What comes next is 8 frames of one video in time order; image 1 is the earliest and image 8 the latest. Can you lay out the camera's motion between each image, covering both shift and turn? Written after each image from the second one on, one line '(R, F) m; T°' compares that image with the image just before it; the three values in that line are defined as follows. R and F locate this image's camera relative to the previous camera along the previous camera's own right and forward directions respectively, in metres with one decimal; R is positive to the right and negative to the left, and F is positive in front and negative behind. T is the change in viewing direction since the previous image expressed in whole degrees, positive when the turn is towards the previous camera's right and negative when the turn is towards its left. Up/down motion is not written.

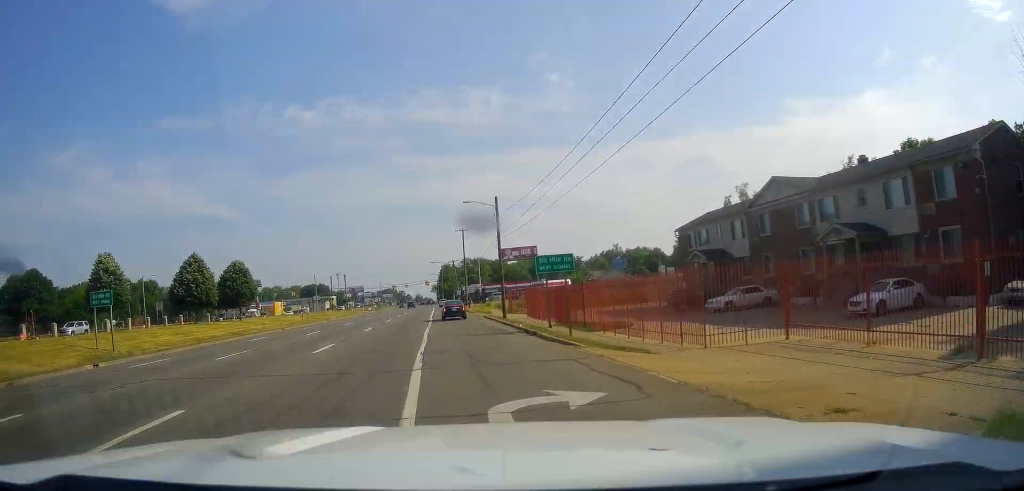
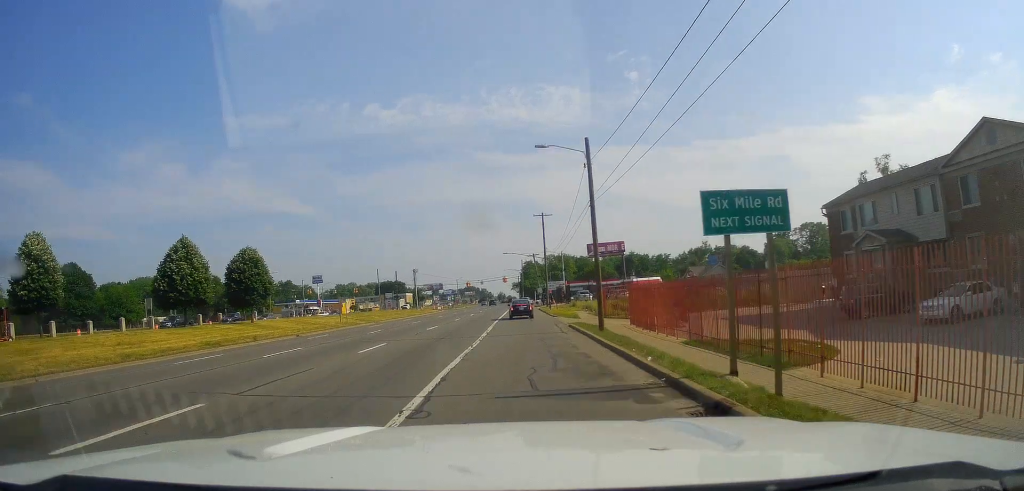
(-1.2, +15.4) m; -8°
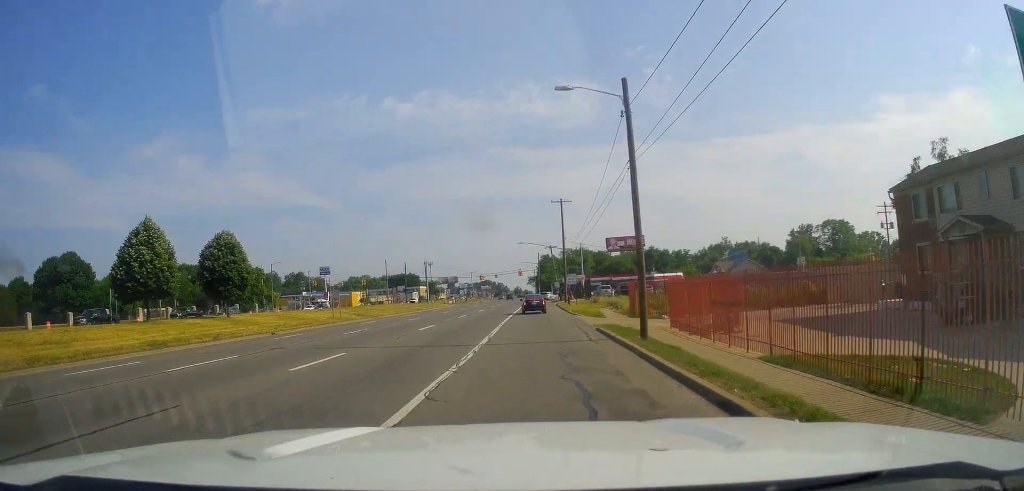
(-0.3, +7.0) m; -2°
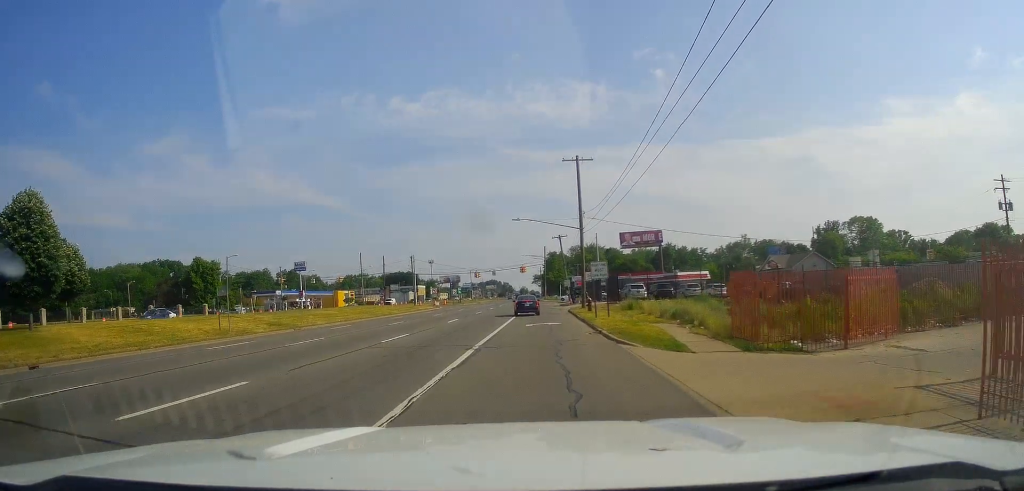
(-0.2, +22.4) m; 0°
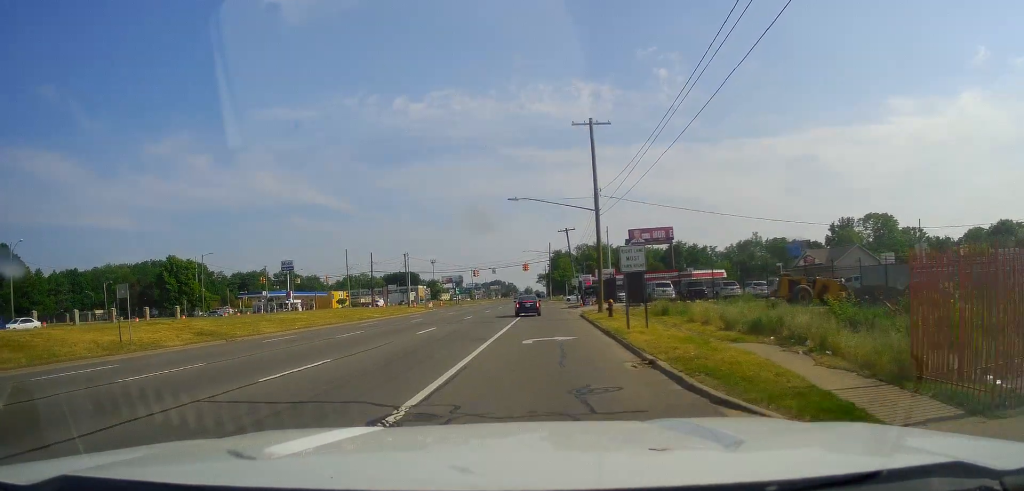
(0.0, +10.5) m; 0°
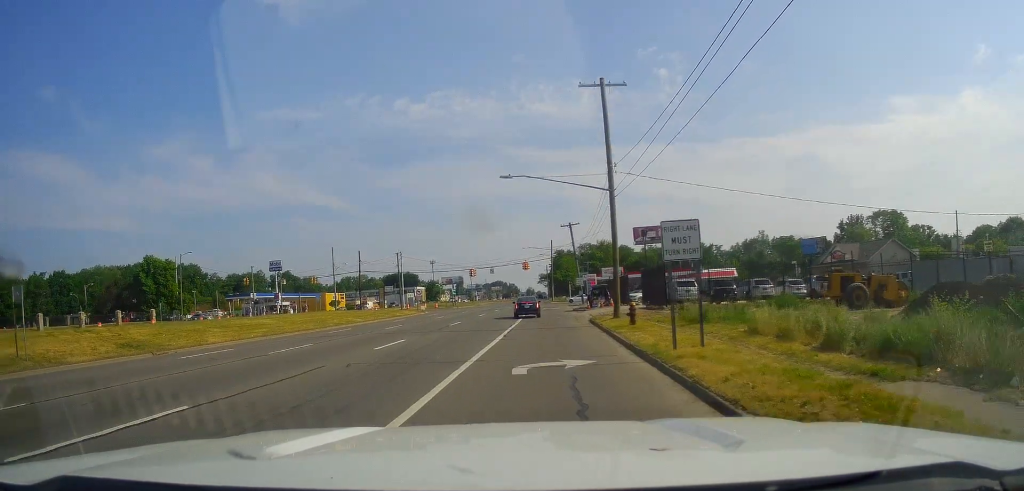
(0.0, +7.4) m; 0°
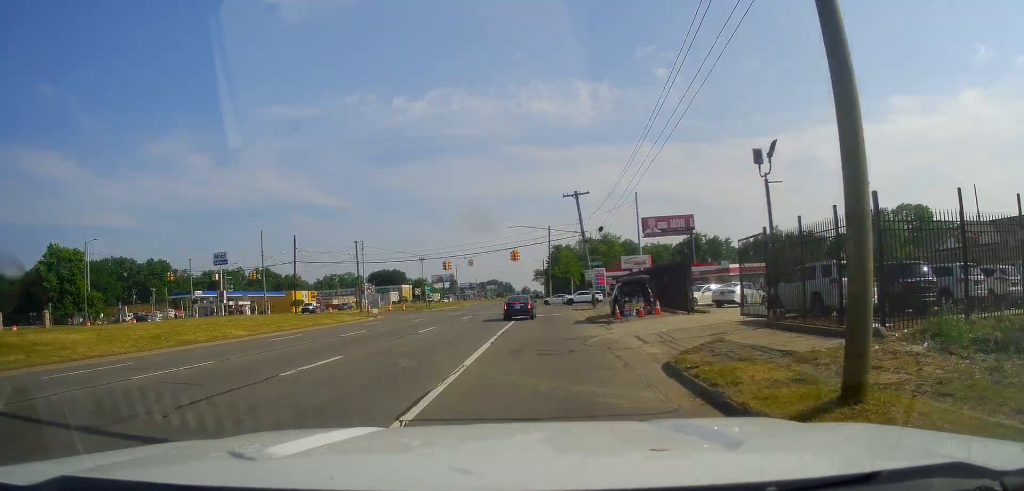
(0.0, +23.2) m; 0°
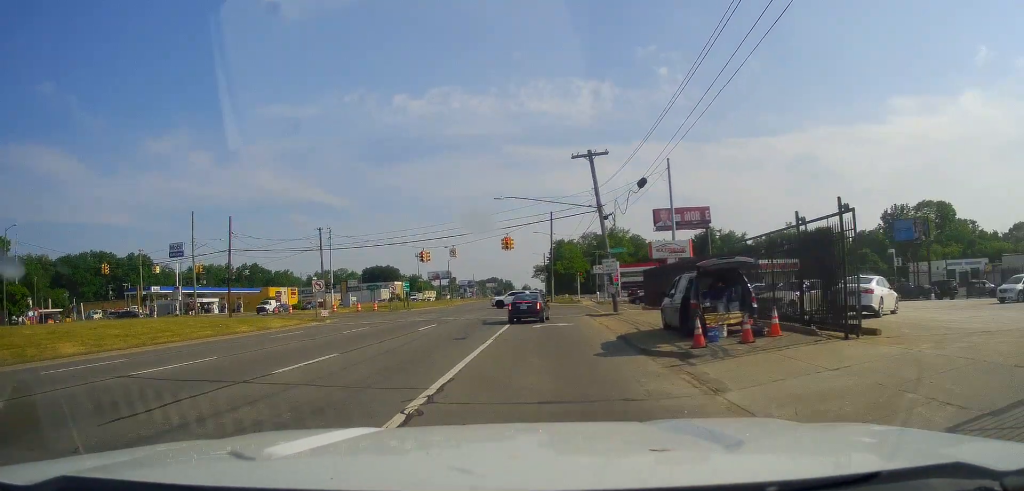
(0.0, +15.7) m; -3°
